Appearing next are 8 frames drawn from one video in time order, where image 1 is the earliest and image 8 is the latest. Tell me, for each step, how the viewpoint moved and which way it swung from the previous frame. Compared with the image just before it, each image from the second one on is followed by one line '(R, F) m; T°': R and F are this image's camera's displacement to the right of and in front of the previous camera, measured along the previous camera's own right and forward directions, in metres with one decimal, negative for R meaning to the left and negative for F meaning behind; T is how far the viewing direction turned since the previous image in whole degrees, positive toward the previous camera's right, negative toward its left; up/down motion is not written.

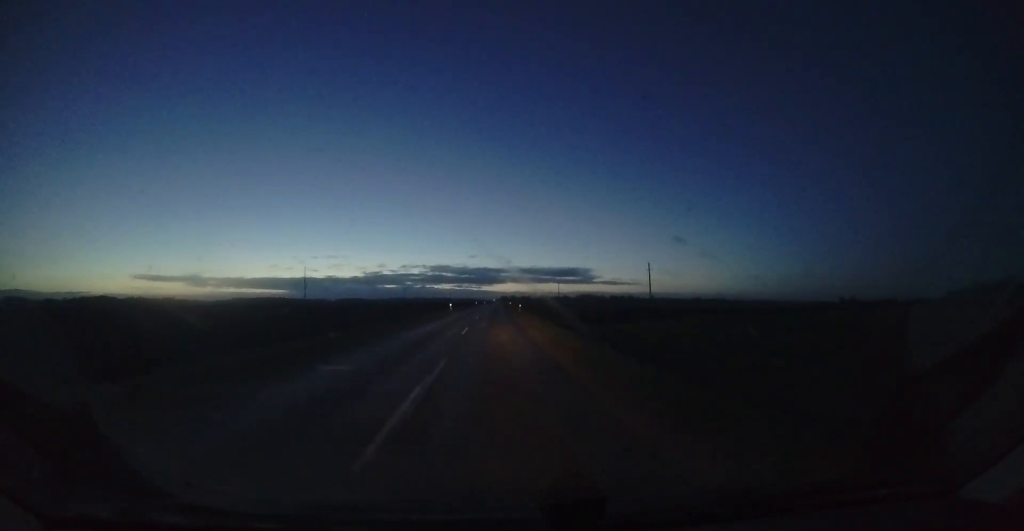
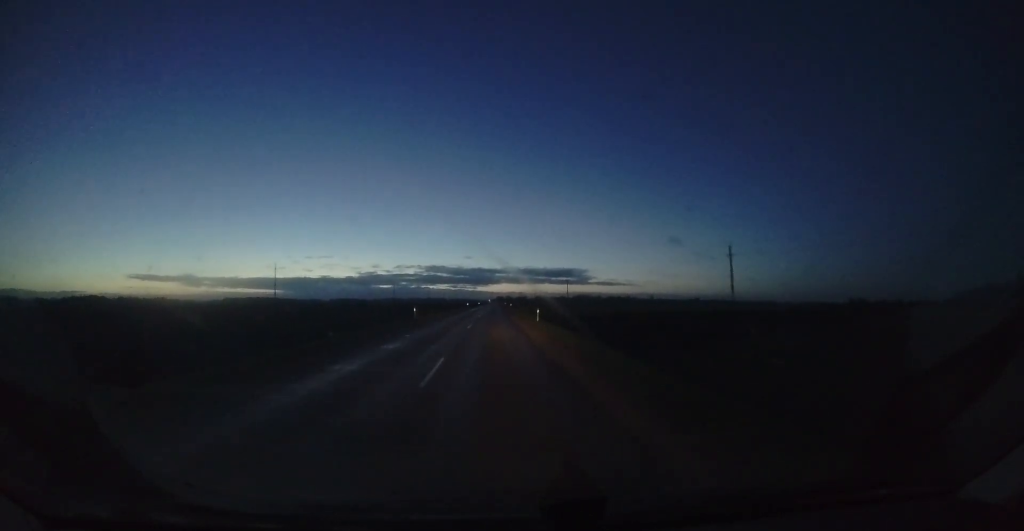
(-0.2, +21.1) m; -1°
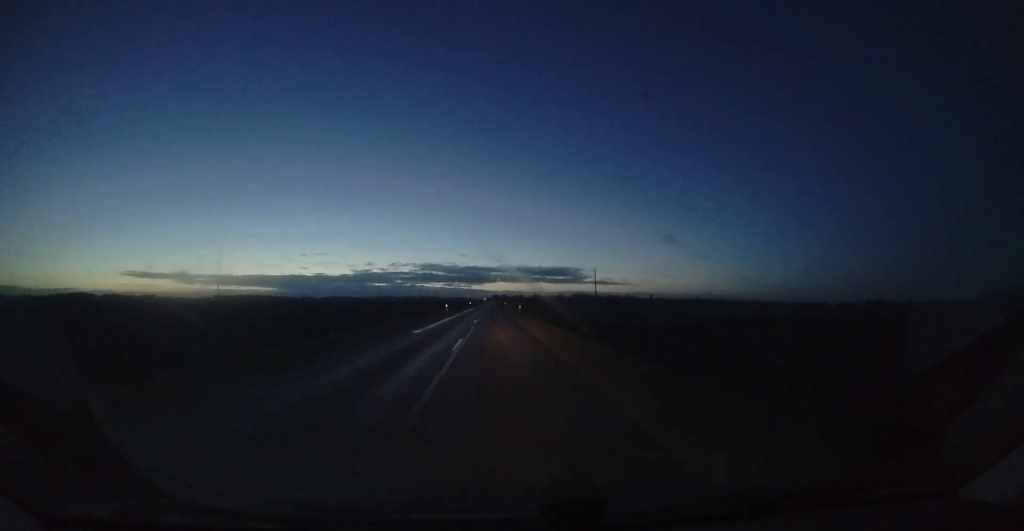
(+0.1, +32.1) m; +1°
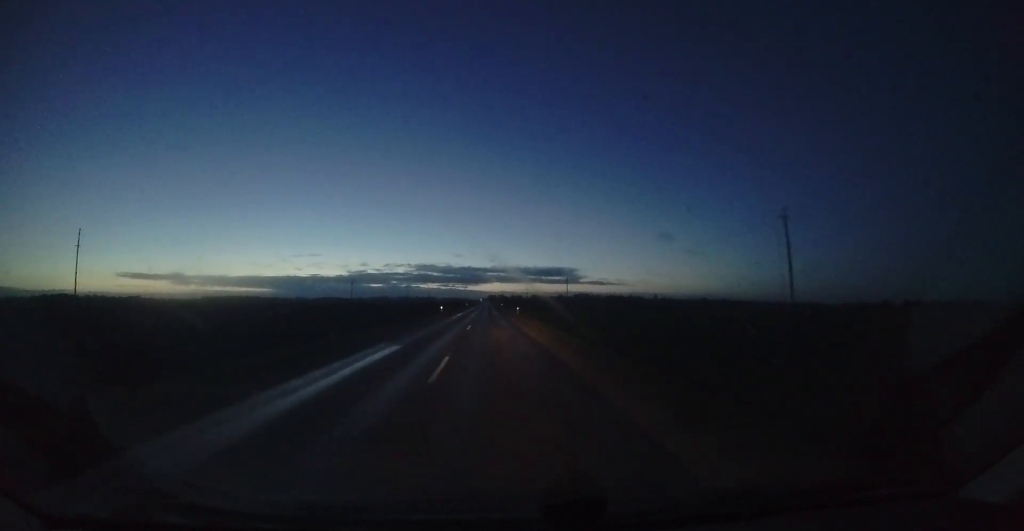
(+0.8, +52.2) m; 0°
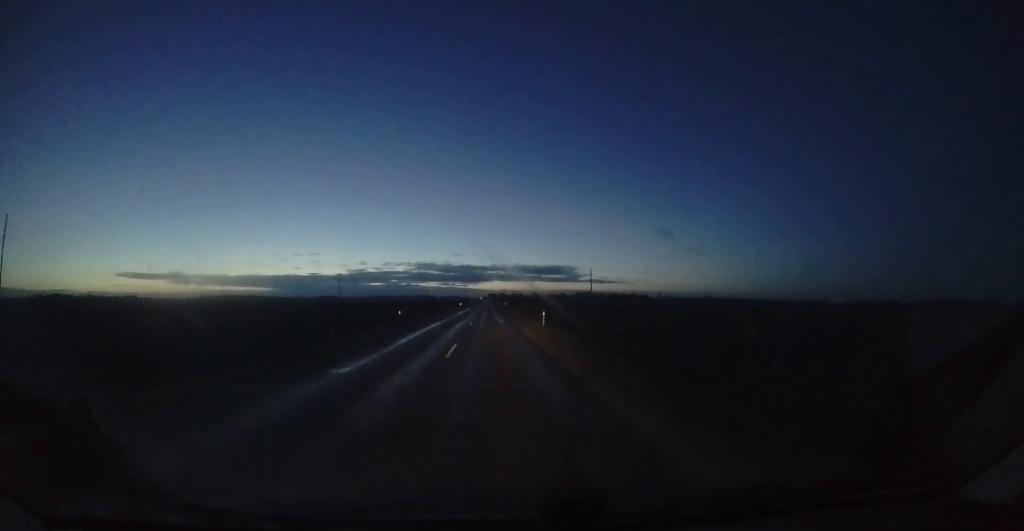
(-0.3, +20.9) m; 0°
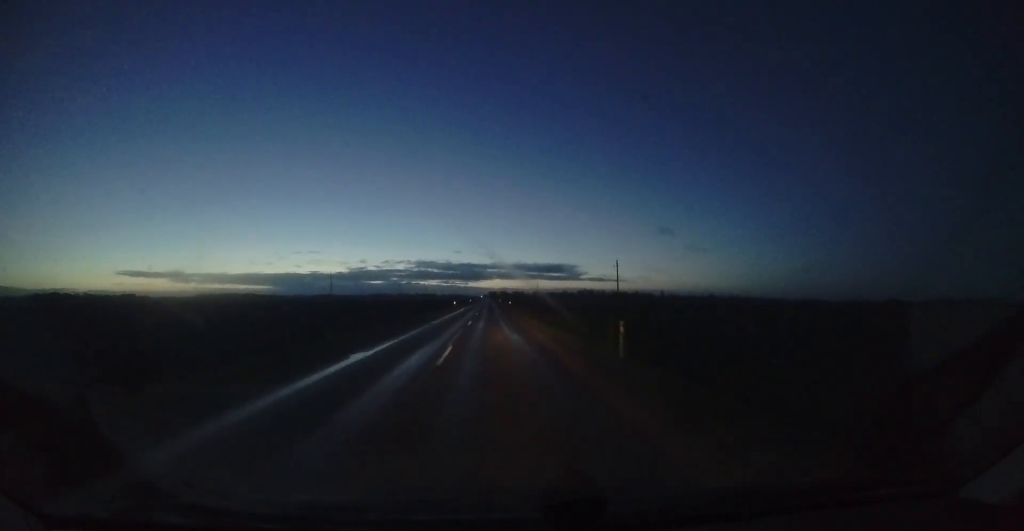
(0.0, +13.7) m; 0°
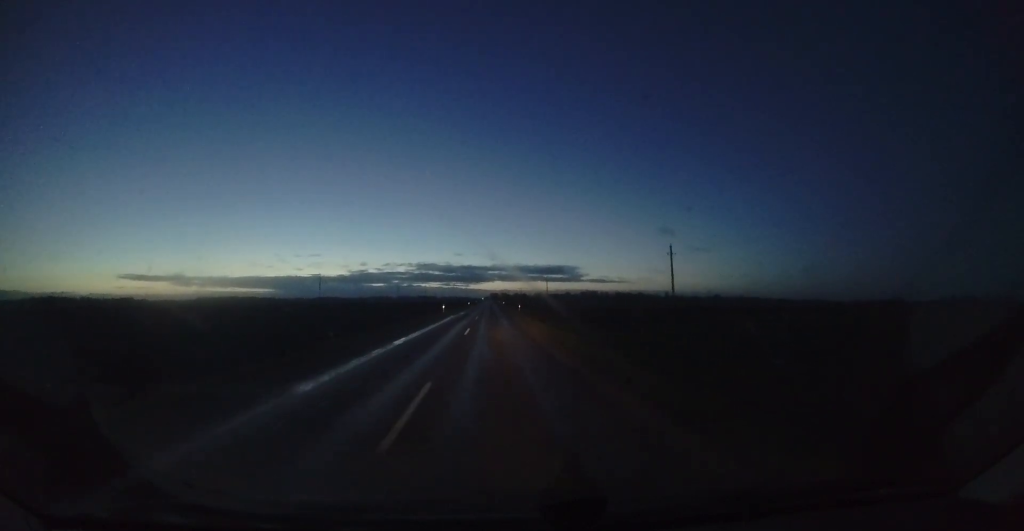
(+0.2, +16.4) m; 0°
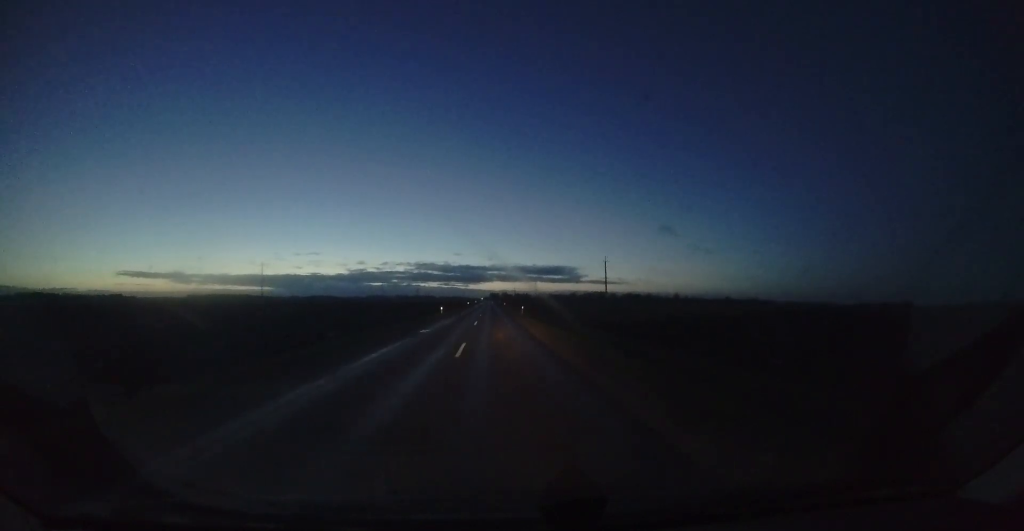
(+0.6, +54.1) m; +2°
